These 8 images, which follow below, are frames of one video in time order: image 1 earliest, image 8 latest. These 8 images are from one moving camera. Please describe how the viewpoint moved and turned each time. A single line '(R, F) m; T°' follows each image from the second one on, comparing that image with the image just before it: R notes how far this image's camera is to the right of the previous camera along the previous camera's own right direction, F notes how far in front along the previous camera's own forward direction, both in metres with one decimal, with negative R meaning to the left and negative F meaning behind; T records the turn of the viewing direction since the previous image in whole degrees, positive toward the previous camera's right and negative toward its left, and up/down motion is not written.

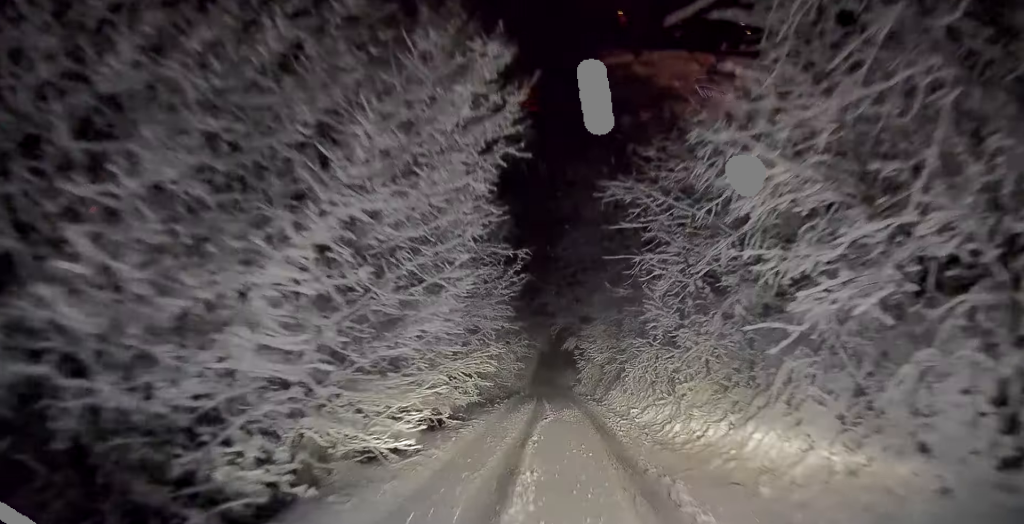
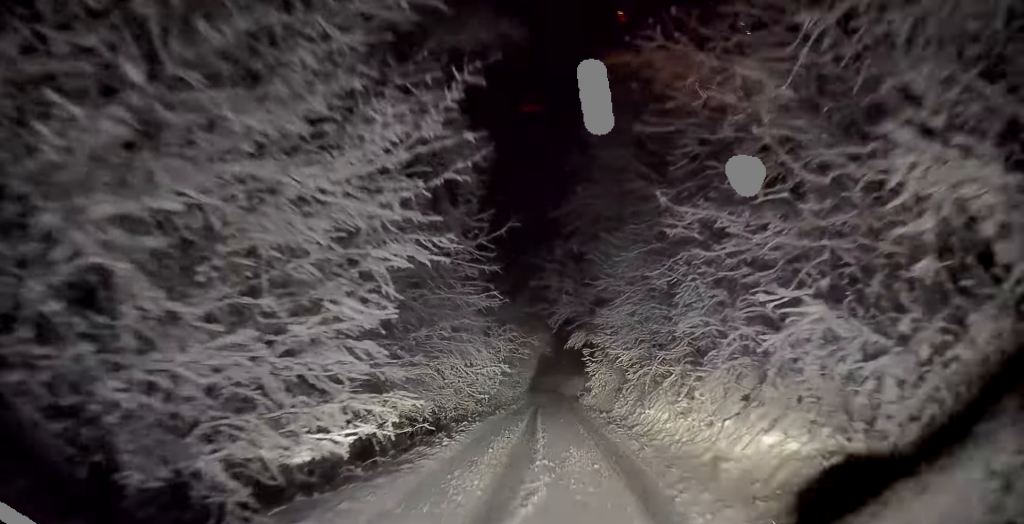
(-0.3, +9.3) m; -2°
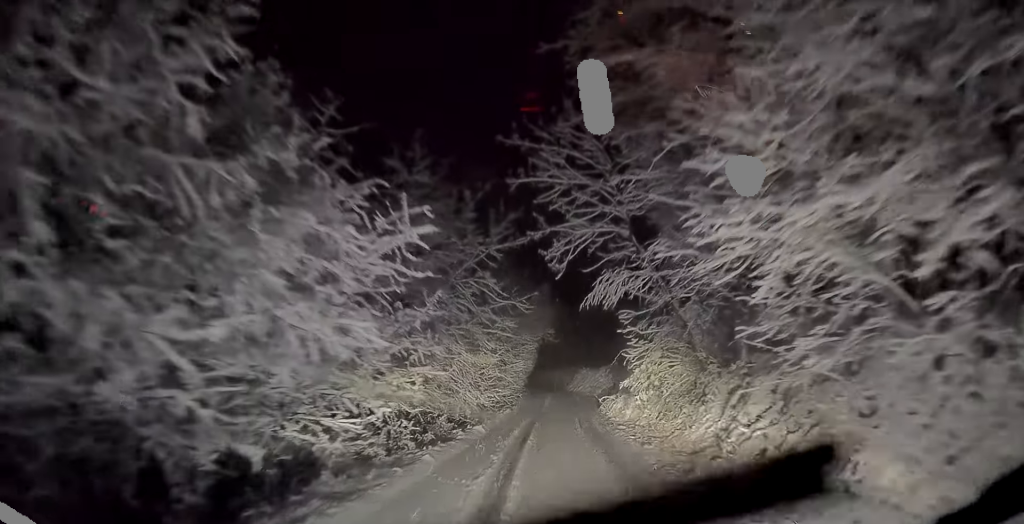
(0.0, +12.9) m; +2°
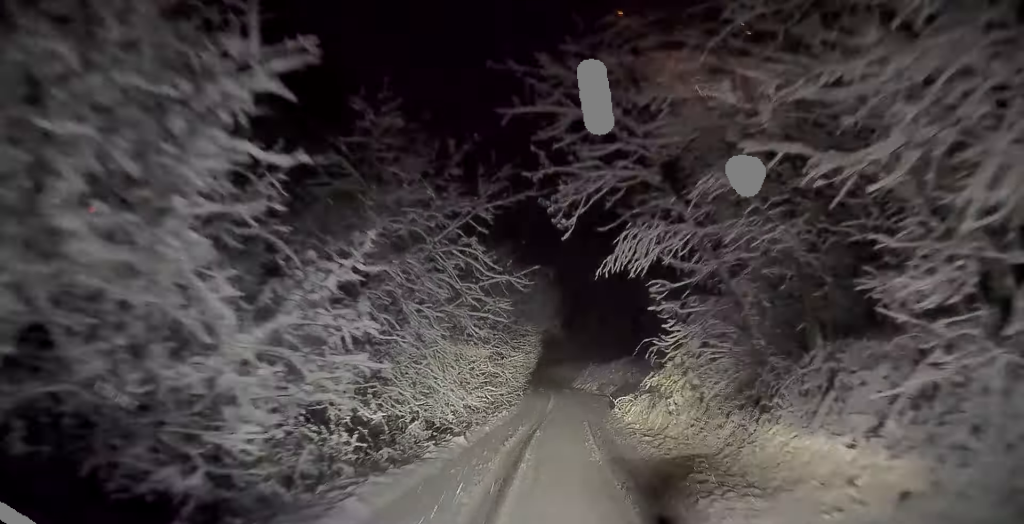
(0.0, +2.9) m; +1°
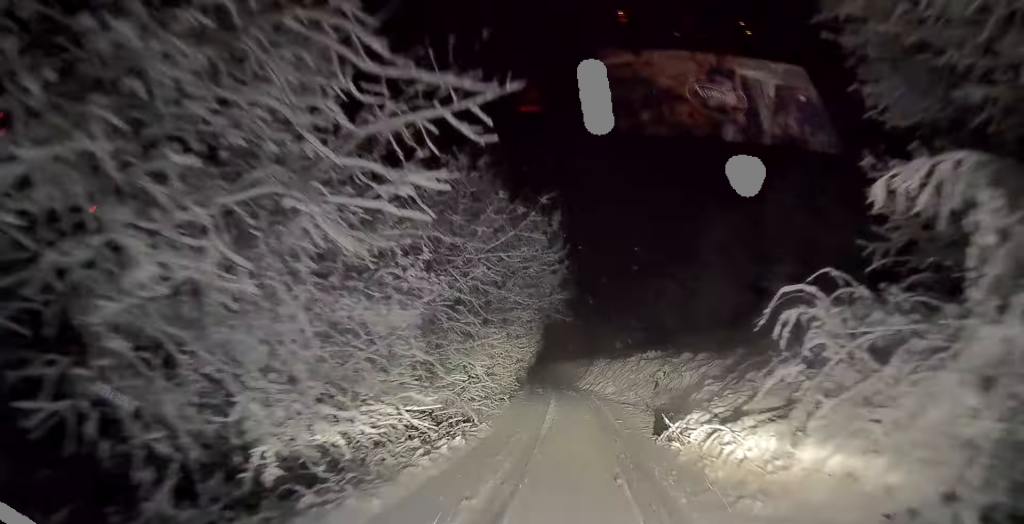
(+0.1, +6.4) m; +3°
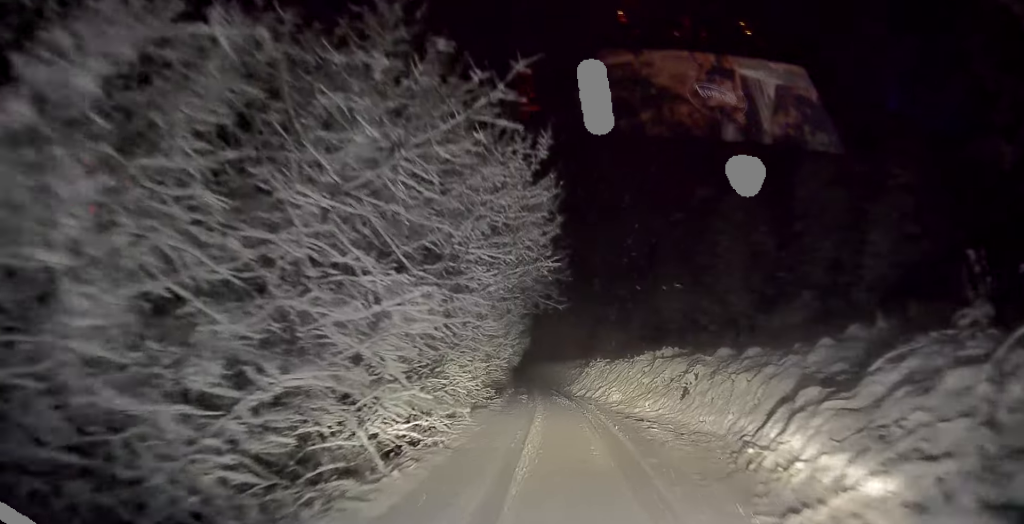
(+0.1, +4.6) m; +2°
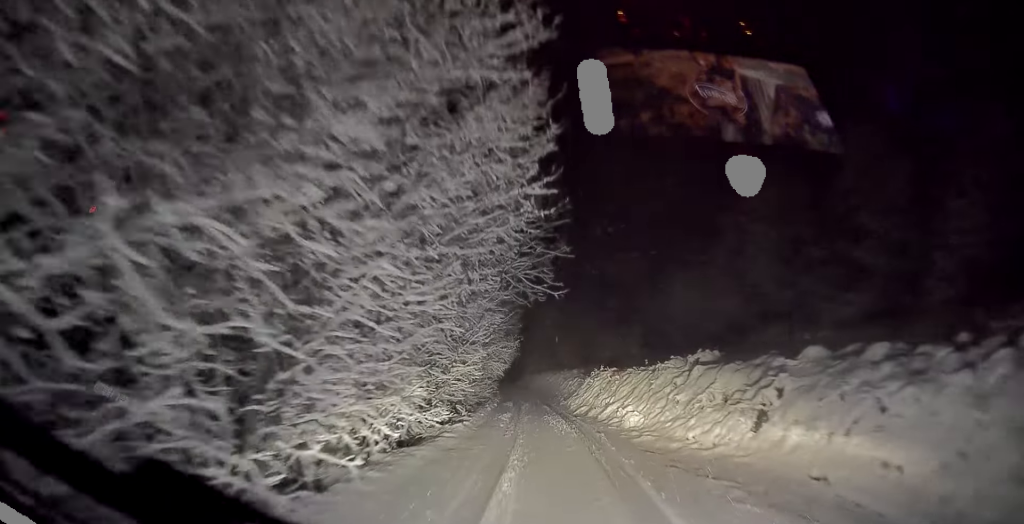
(+0.1, +5.5) m; -1°
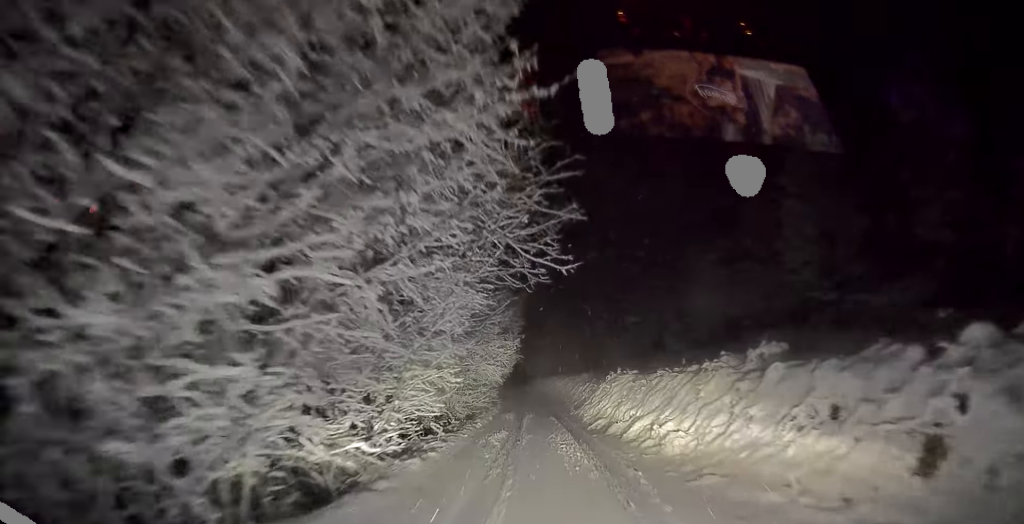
(-0.1, +4.0) m; -2°
